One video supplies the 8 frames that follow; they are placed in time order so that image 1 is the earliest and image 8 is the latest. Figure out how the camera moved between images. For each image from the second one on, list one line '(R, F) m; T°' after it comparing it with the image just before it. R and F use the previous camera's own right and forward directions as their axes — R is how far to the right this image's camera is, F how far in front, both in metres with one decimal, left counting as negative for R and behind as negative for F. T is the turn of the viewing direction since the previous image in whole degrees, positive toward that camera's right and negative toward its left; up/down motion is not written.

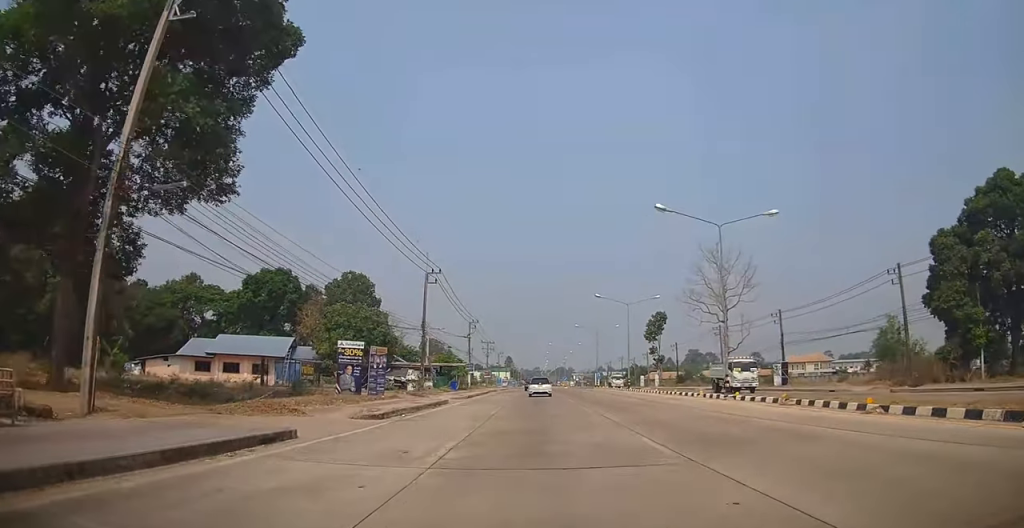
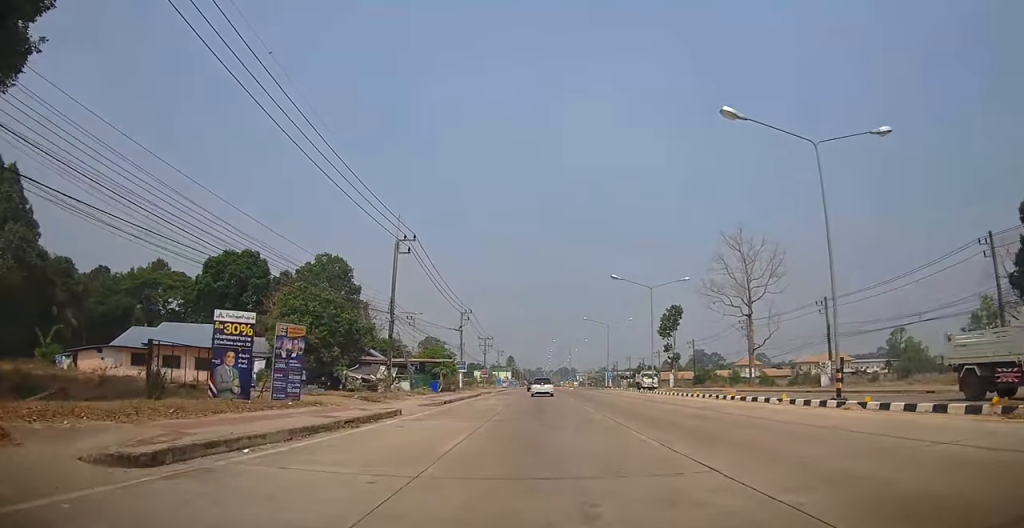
(+0.2, +10.4) m; 0°
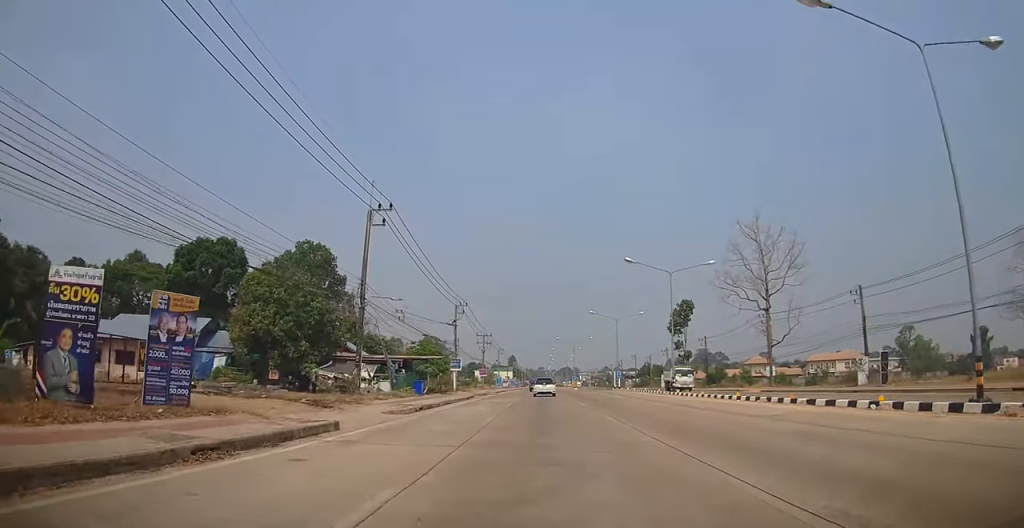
(-0.2, +6.3) m; -1°
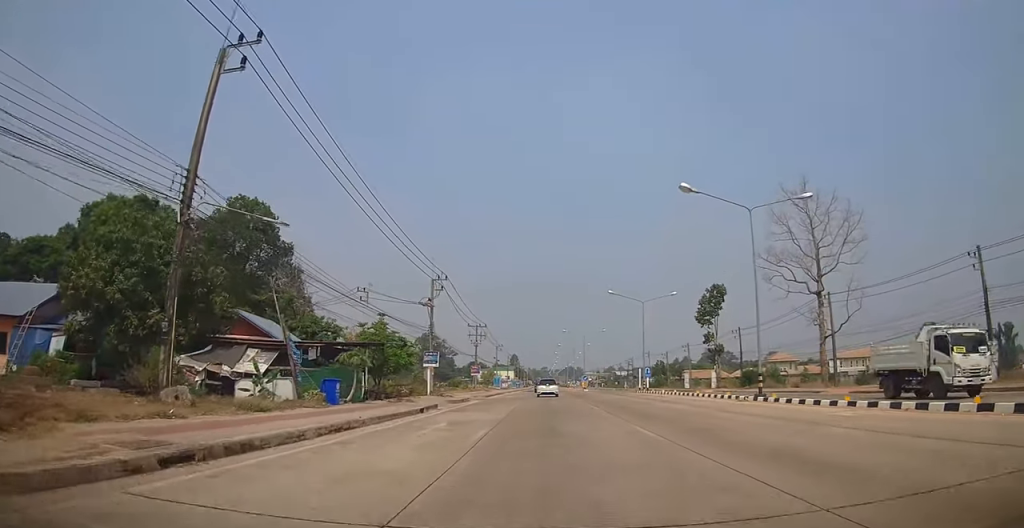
(+0.1, +15.4) m; +2°
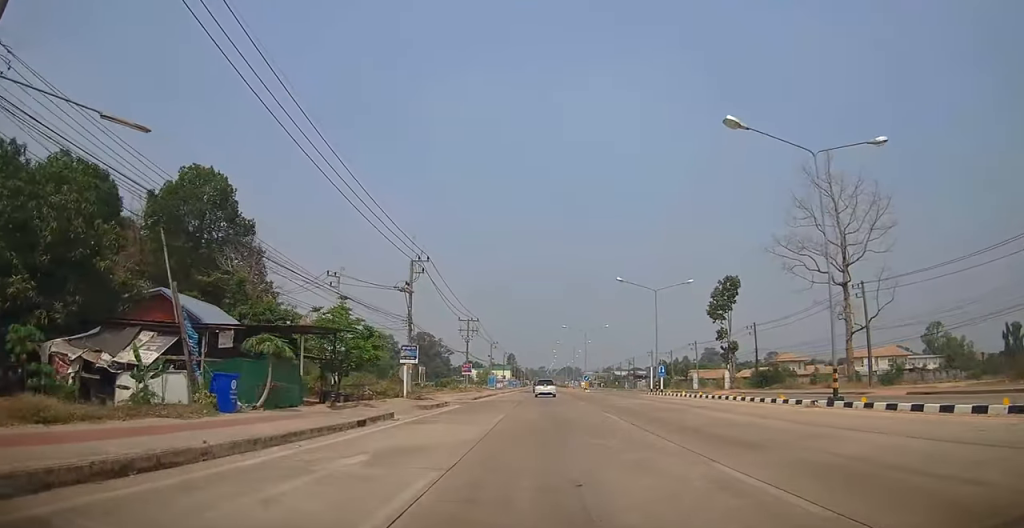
(+0.2, +6.8) m; 0°
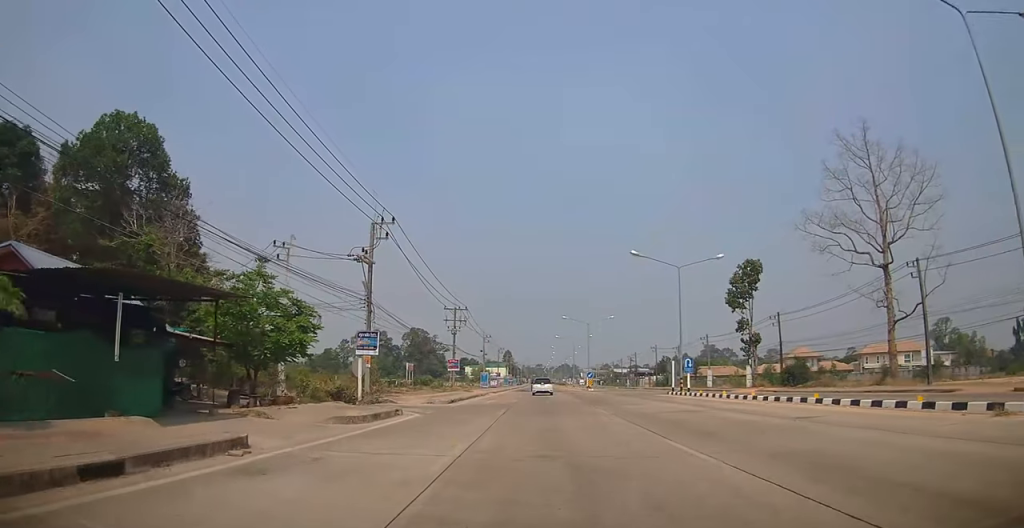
(-0.1, +8.7) m; -1°
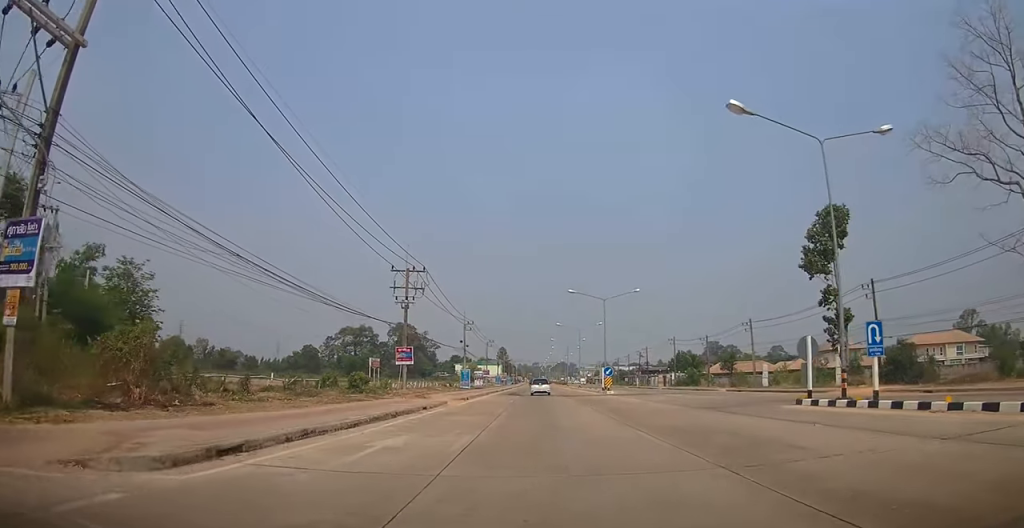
(-0.2, +21.0) m; +1°
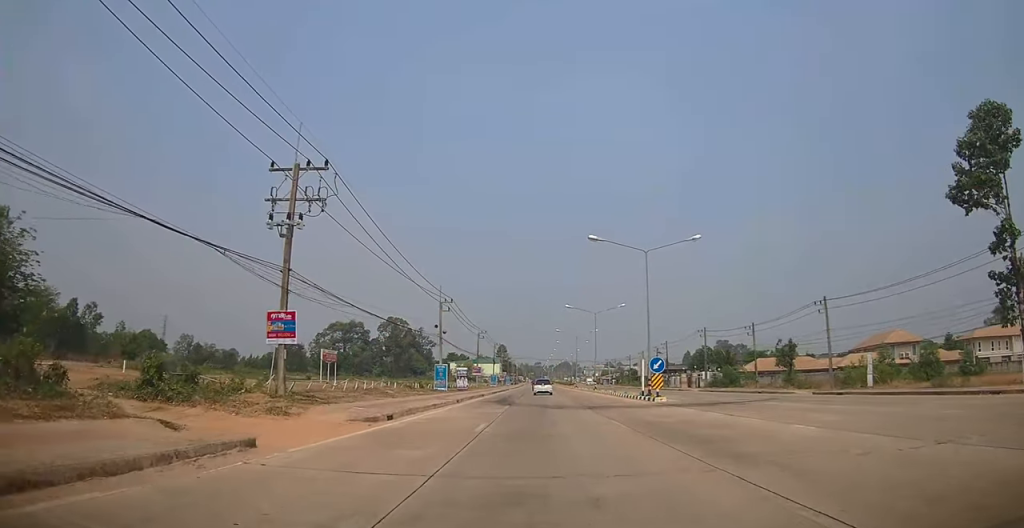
(+0.5, +19.5) m; +2°
